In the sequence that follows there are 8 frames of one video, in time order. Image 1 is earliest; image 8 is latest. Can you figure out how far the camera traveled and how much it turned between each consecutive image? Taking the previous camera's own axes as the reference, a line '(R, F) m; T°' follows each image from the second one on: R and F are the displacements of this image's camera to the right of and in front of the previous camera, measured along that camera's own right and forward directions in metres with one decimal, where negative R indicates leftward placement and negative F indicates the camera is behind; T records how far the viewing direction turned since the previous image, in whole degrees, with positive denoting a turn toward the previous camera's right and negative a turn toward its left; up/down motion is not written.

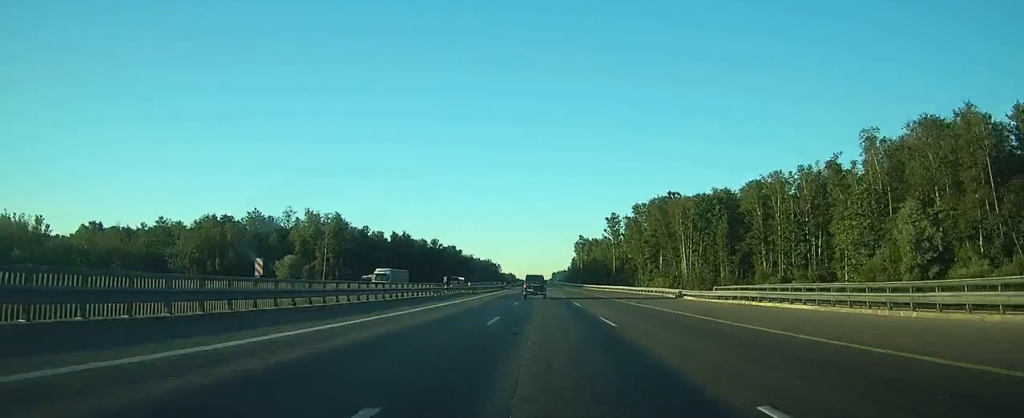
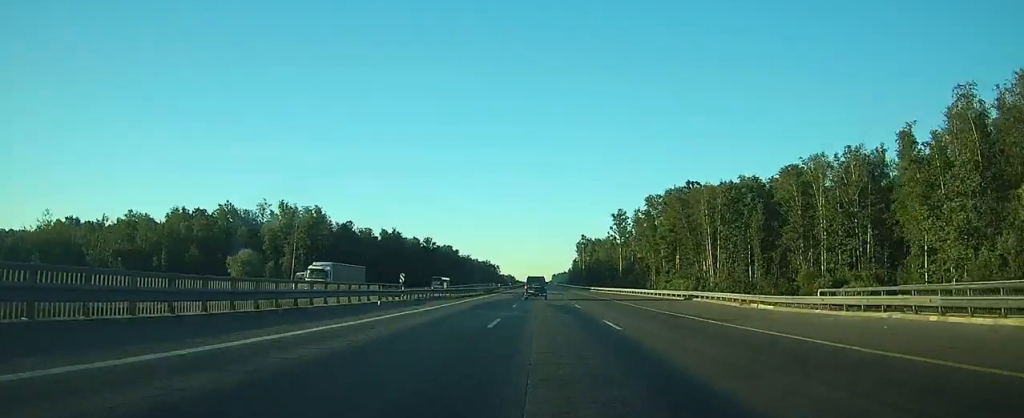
(0.0, +16.6) m; 0°
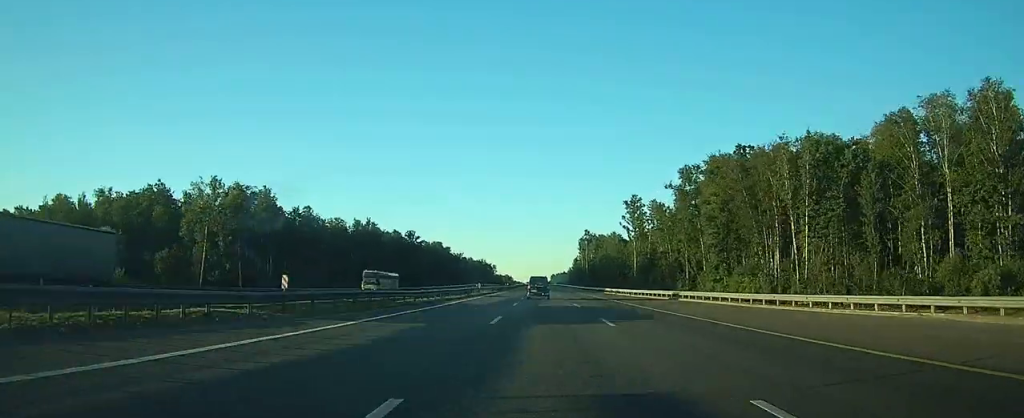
(-0.1, +31.0) m; 0°
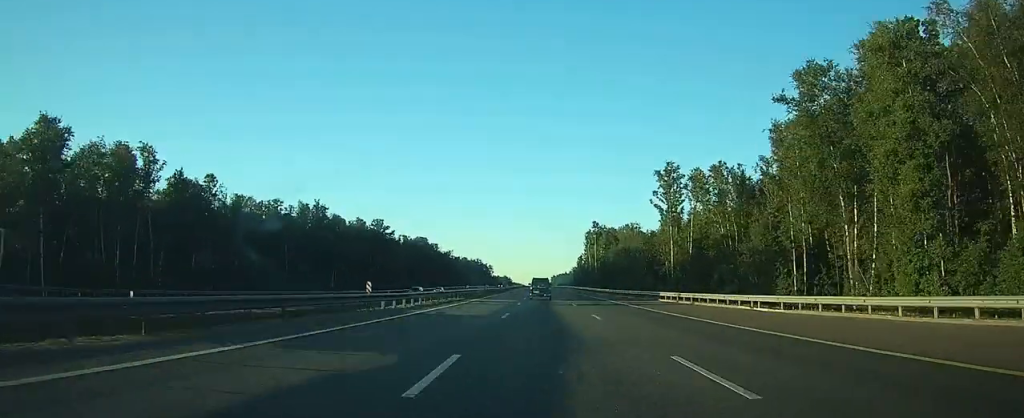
(0.0, +44.1) m; 0°
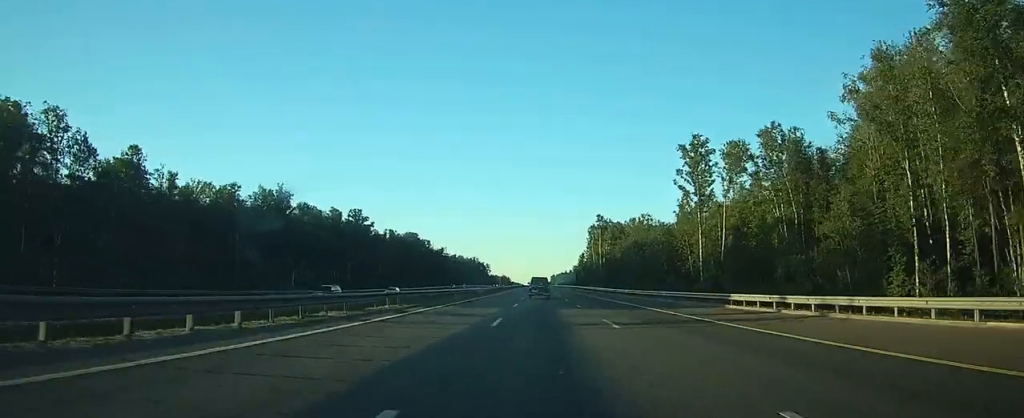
(0.0, +20.9) m; 0°
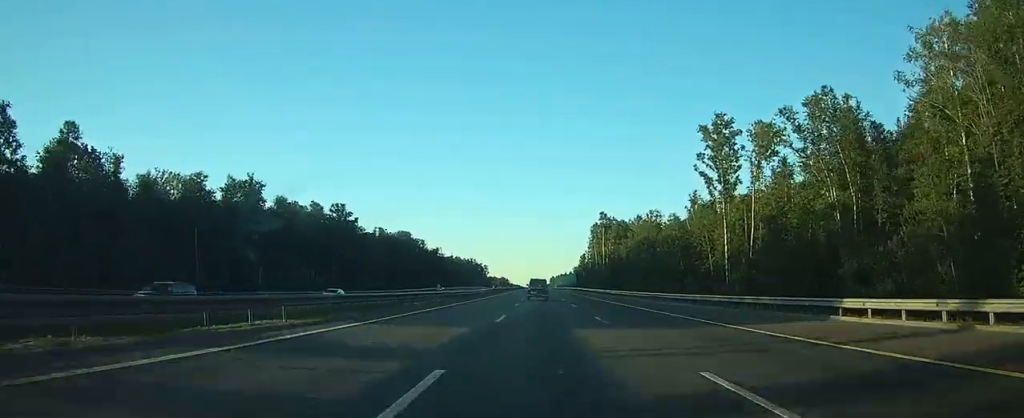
(0.0, +13.2) m; 0°
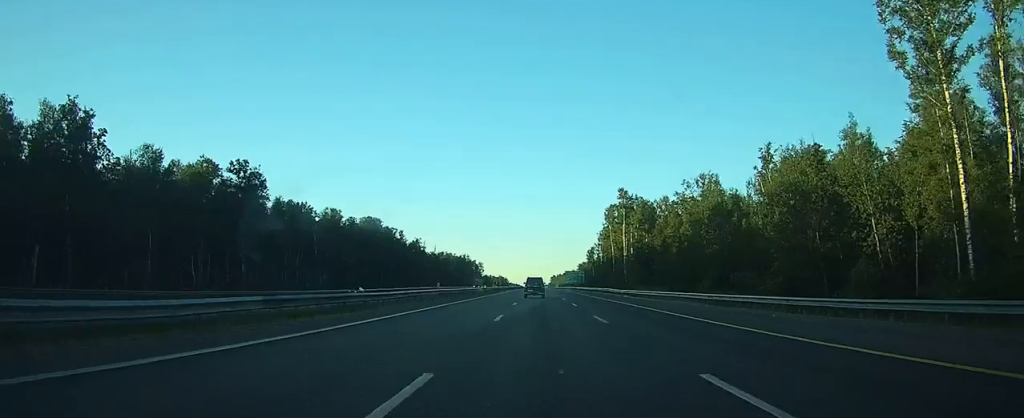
(0.0, +48.2) m; 0°
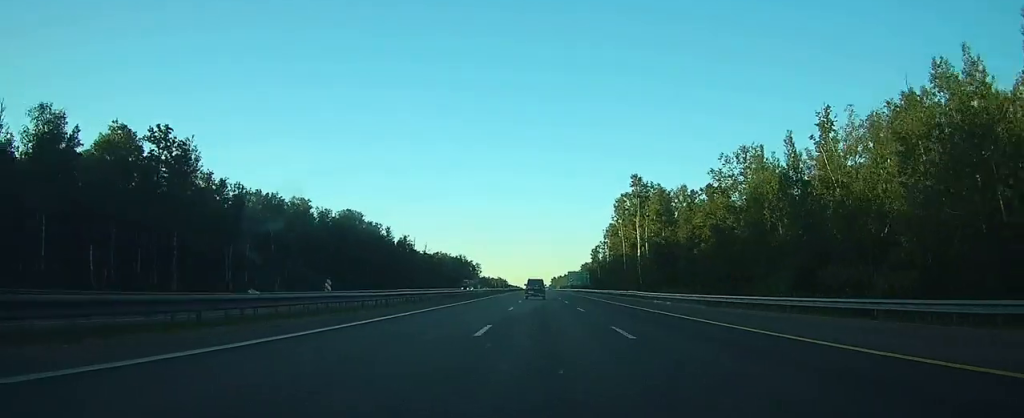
(0.0, +21.8) m; 0°
